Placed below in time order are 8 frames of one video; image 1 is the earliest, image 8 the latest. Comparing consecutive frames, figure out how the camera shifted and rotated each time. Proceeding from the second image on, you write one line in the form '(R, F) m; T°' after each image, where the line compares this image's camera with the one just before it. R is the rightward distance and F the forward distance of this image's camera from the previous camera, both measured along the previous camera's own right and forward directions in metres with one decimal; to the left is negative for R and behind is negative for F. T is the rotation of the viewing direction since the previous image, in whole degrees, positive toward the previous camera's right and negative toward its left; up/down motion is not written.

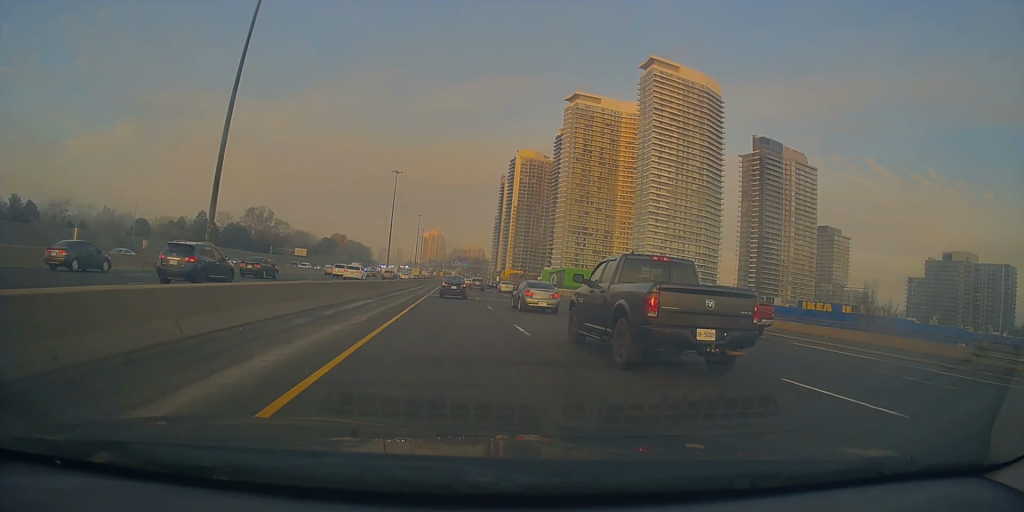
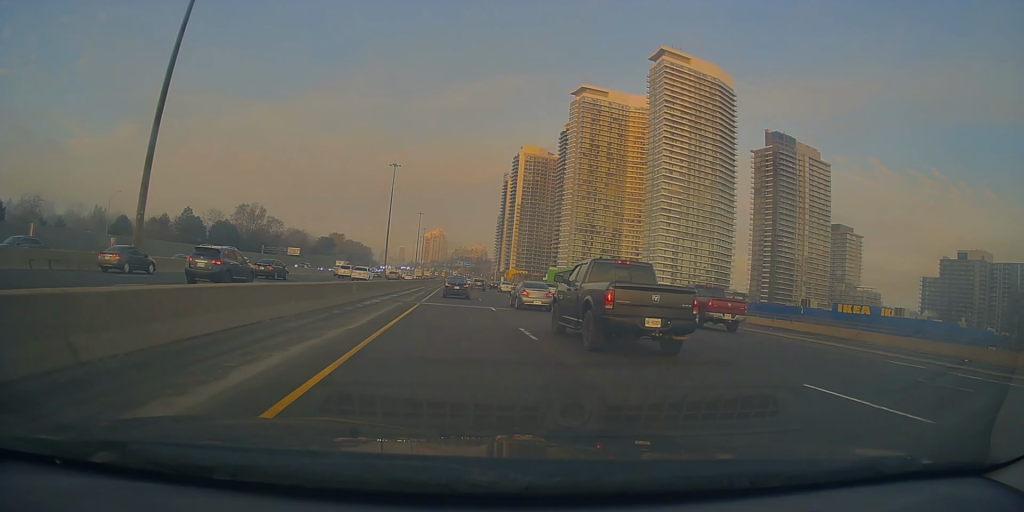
(0.0, +12.5) m; 0°
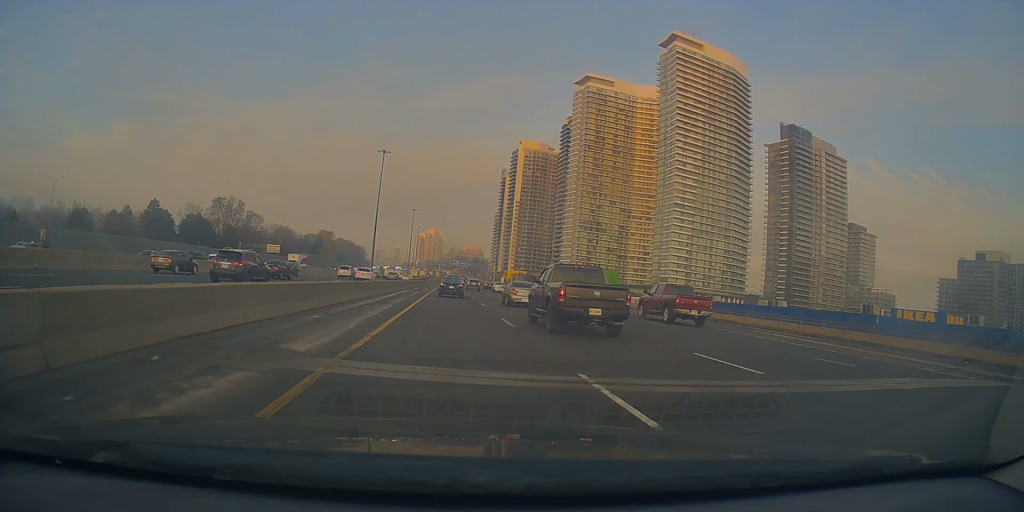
(0.0, +19.9) m; 0°
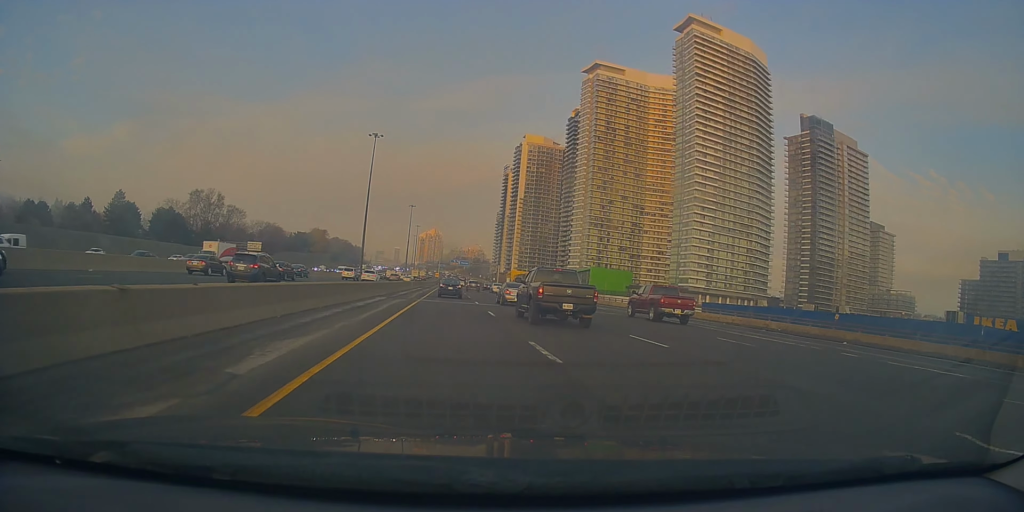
(0.0, +19.6) m; 0°
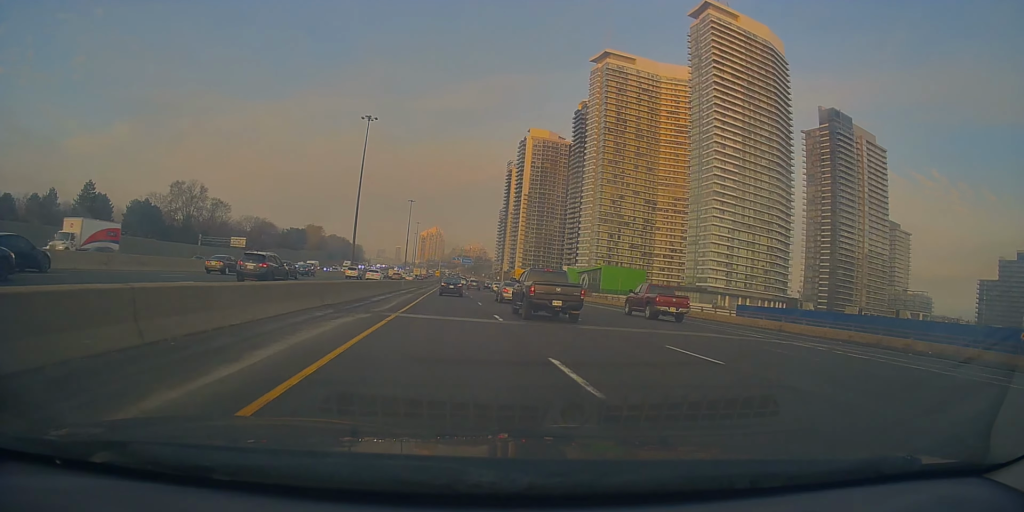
(0.0, +14.8) m; 0°
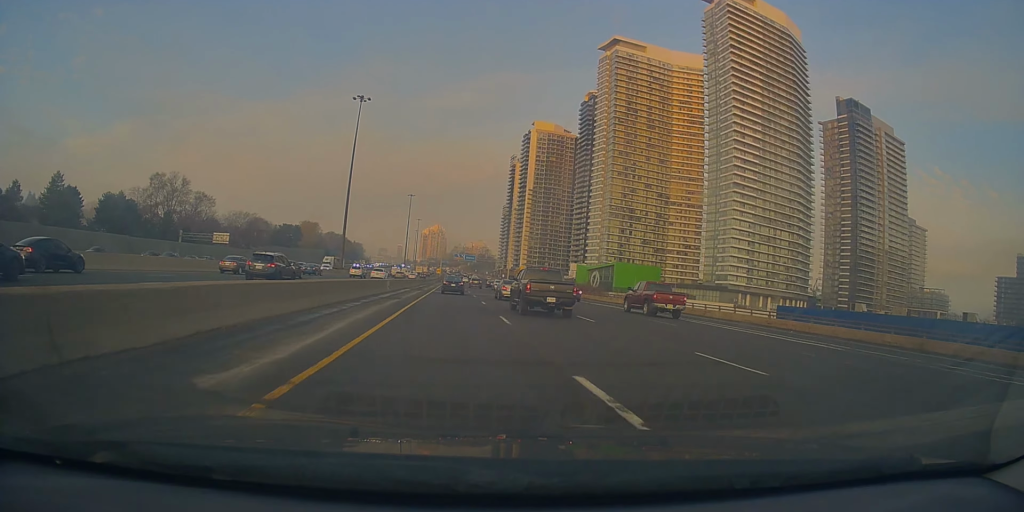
(0.0, +13.9) m; 0°
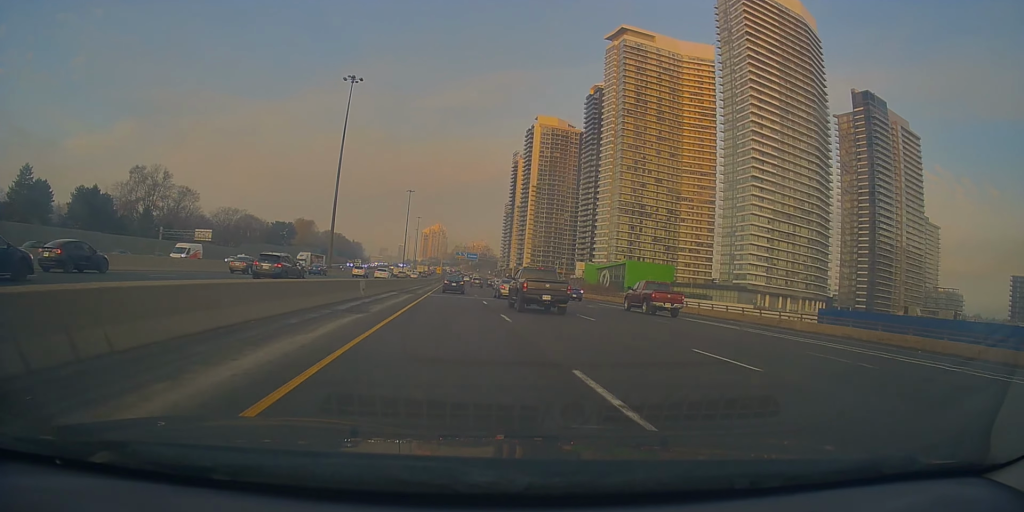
(0.0, +11.9) m; 0°
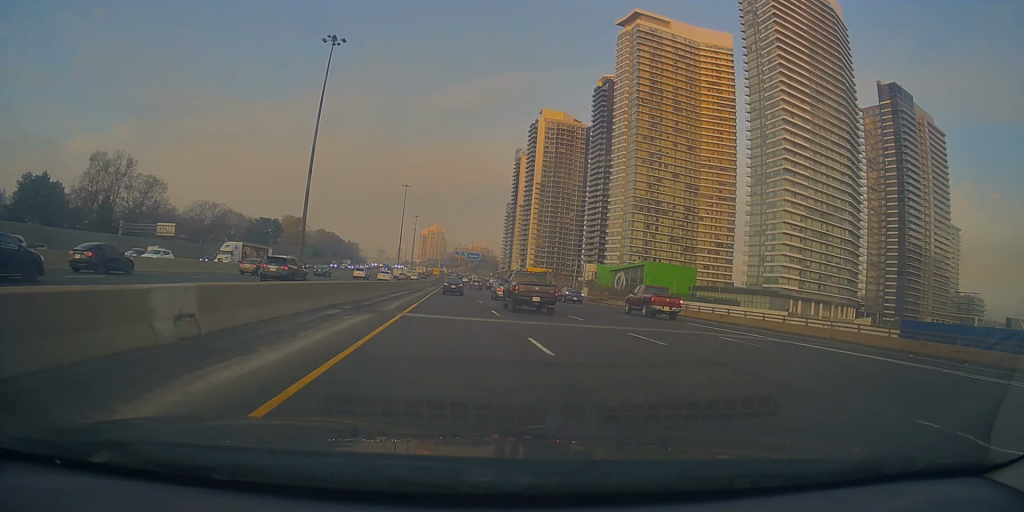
(0.0, +19.2) m; 0°
